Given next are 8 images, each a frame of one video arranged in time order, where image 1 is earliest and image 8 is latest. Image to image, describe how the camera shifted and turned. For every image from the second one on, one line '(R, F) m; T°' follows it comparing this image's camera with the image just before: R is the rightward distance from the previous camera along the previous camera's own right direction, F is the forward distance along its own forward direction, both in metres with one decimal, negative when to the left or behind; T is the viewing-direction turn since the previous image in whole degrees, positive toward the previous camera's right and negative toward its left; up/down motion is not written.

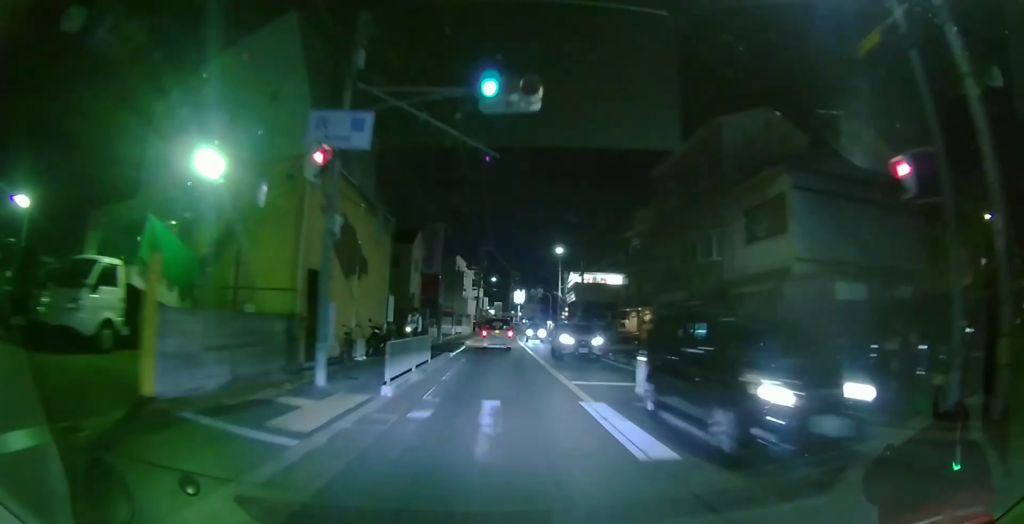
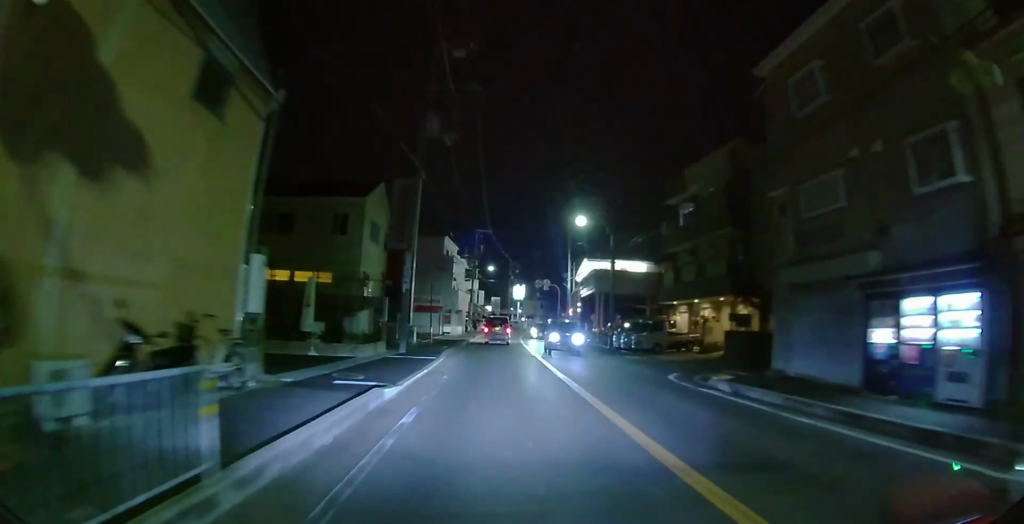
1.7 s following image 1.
(-0.1, +12.0) m; -1°
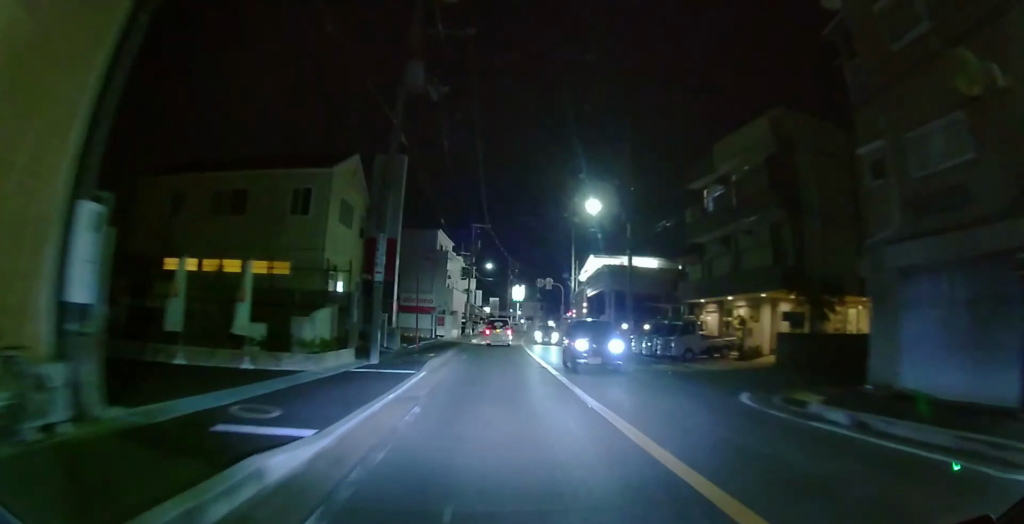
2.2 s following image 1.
(0.0, +4.3) m; 0°
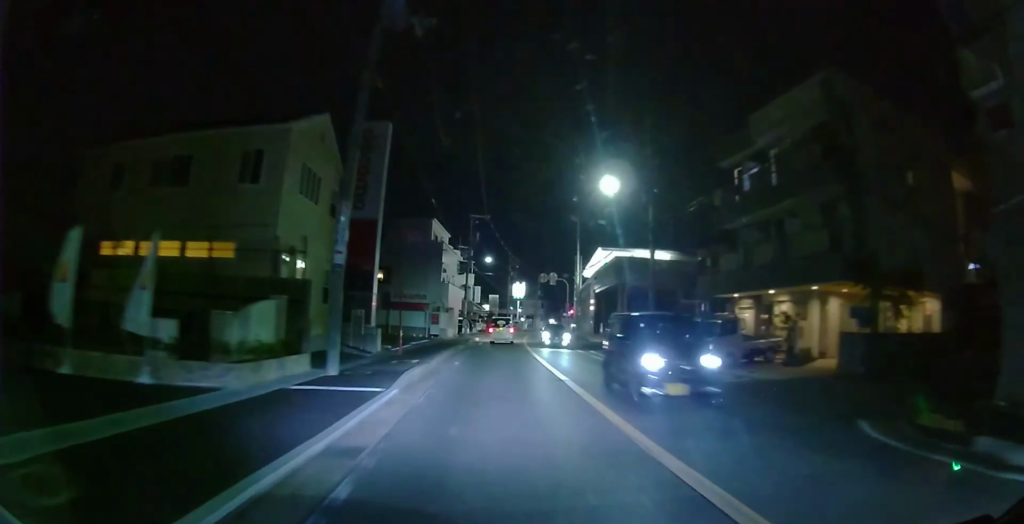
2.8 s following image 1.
(0.0, +4.2) m; 0°
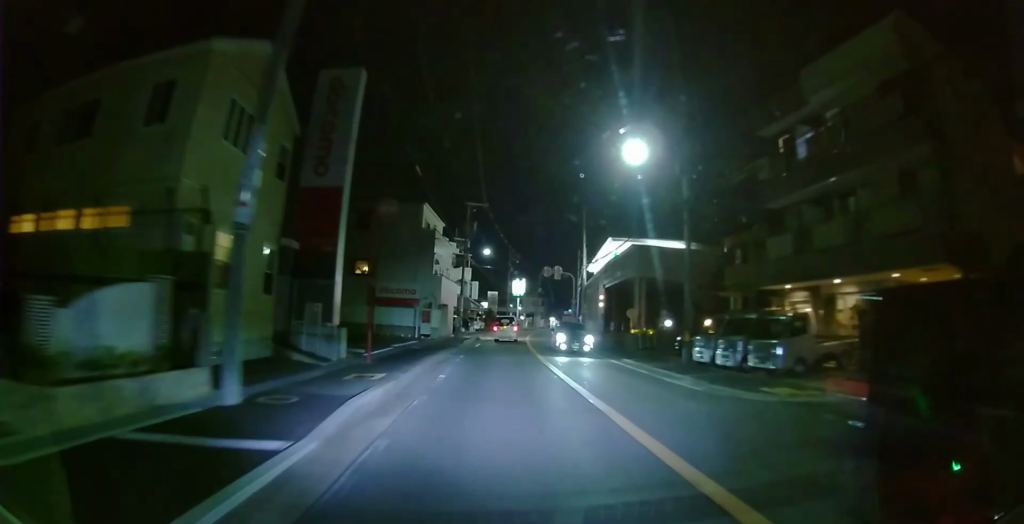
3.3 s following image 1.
(0.0, +4.5) m; 0°
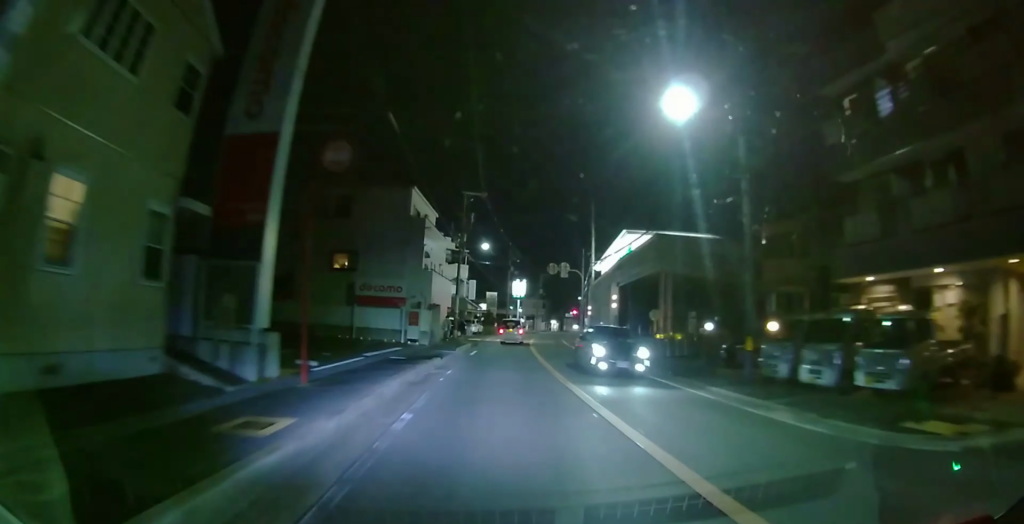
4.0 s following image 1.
(0.0, +5.0) m; 0°
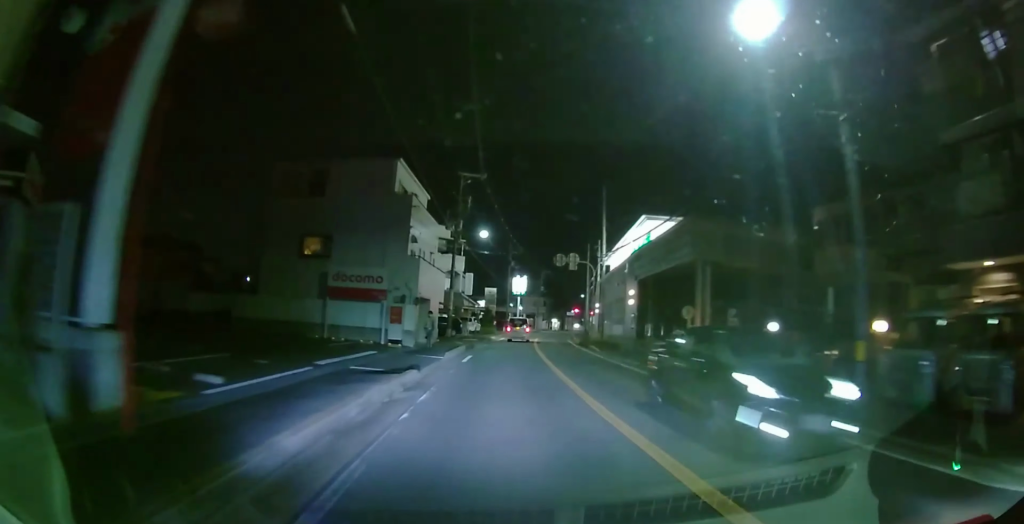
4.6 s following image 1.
(0.0, +5.0) m; 0°
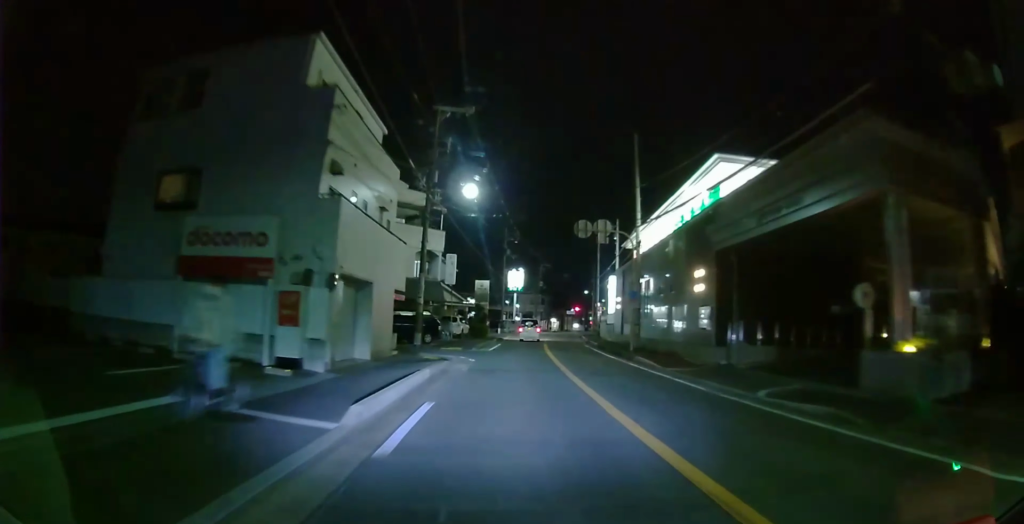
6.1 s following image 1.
(0.0, +12.3) m; 0°
